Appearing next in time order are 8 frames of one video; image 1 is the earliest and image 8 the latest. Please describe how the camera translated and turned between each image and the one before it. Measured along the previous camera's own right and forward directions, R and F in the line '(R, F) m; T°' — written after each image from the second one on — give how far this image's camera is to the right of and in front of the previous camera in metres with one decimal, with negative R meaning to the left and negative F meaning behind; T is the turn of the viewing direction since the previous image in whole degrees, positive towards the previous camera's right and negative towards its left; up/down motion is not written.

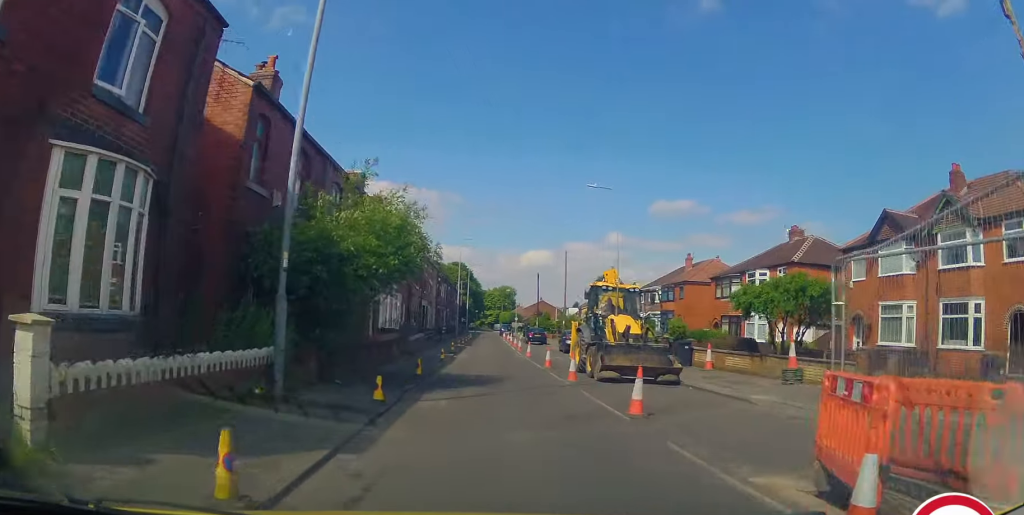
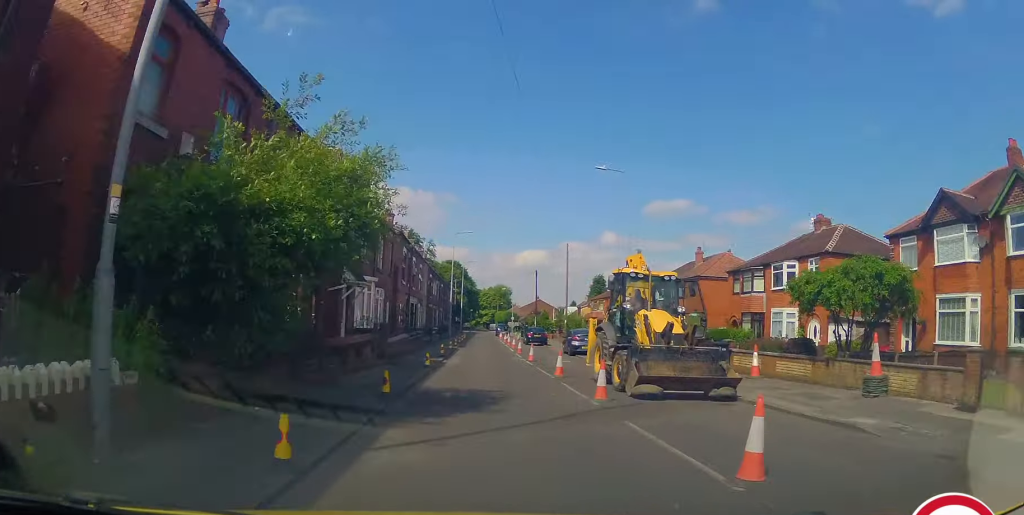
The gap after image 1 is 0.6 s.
(0.0, +4.0) m; +1°
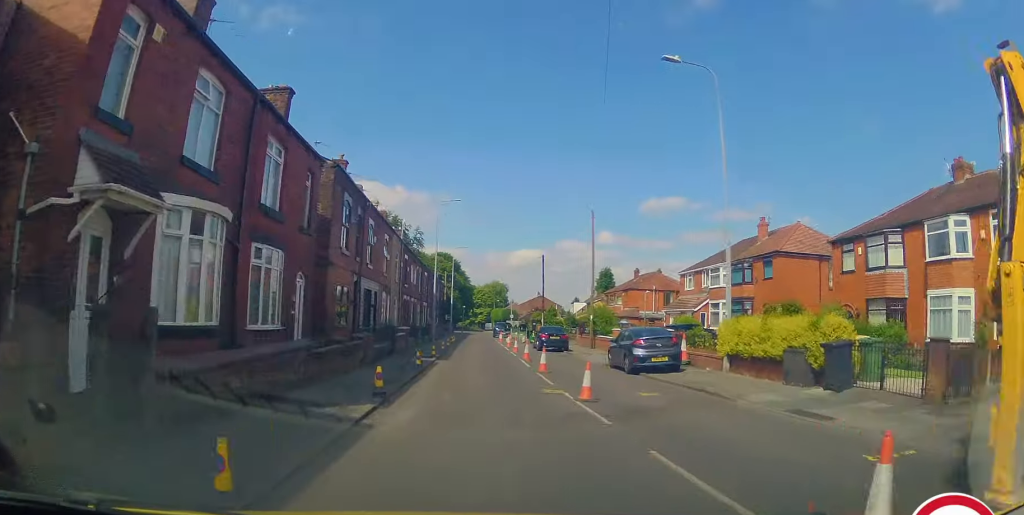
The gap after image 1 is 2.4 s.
(+0.2, +13.8) m; +2°
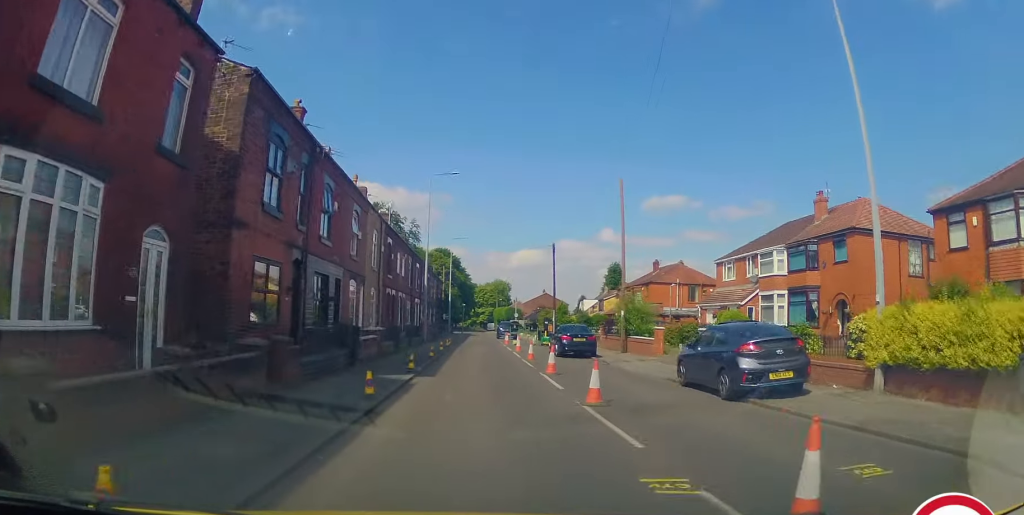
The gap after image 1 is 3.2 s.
(0.0, +7.5) m; -2°
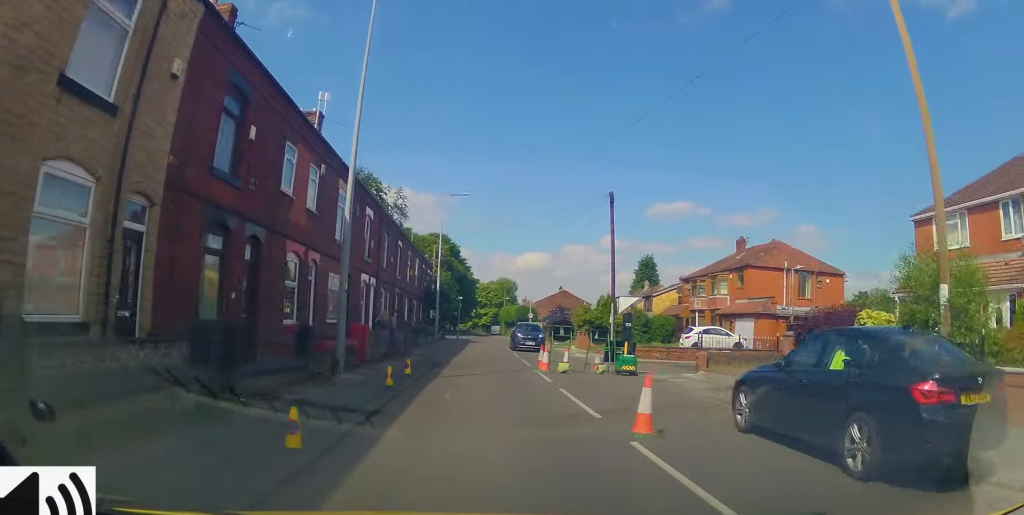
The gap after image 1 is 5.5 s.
(0.0, +21.4) m; +3°
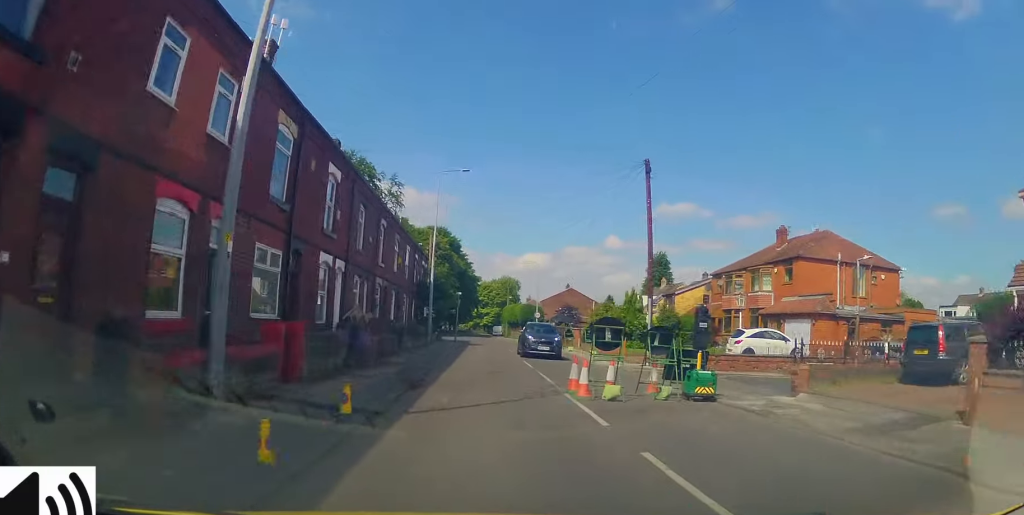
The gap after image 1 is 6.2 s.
(0.0, +6.5) m; -2°
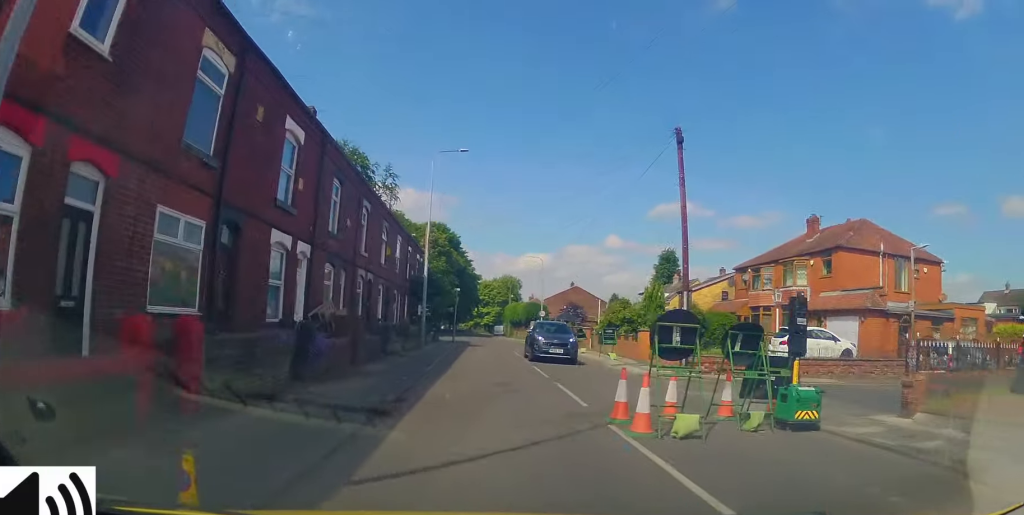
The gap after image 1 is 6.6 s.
(0.0, +4.2) m; -1°
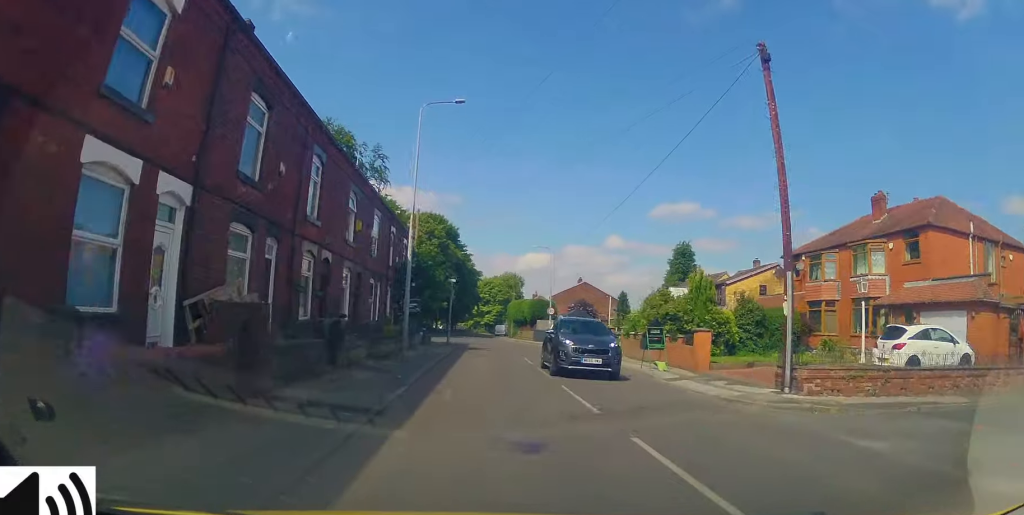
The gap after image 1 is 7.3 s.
(-0.3, +7.1) m; 0°
